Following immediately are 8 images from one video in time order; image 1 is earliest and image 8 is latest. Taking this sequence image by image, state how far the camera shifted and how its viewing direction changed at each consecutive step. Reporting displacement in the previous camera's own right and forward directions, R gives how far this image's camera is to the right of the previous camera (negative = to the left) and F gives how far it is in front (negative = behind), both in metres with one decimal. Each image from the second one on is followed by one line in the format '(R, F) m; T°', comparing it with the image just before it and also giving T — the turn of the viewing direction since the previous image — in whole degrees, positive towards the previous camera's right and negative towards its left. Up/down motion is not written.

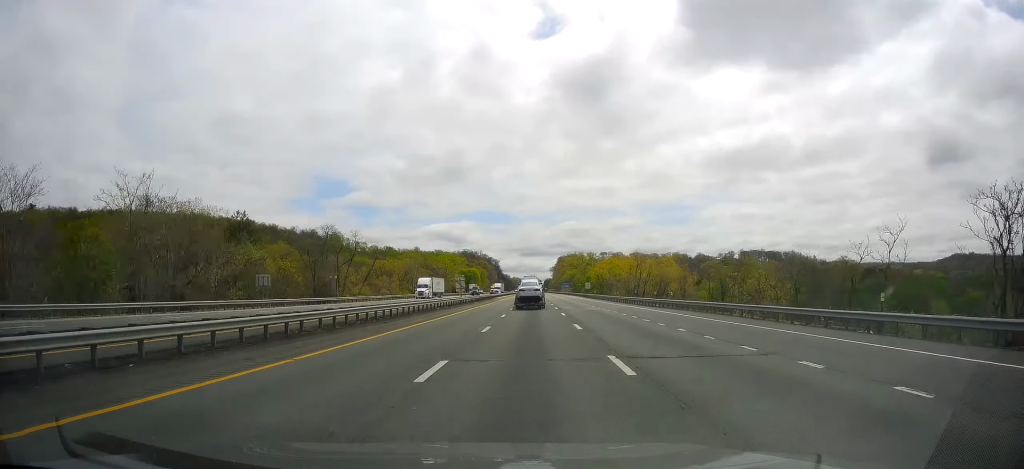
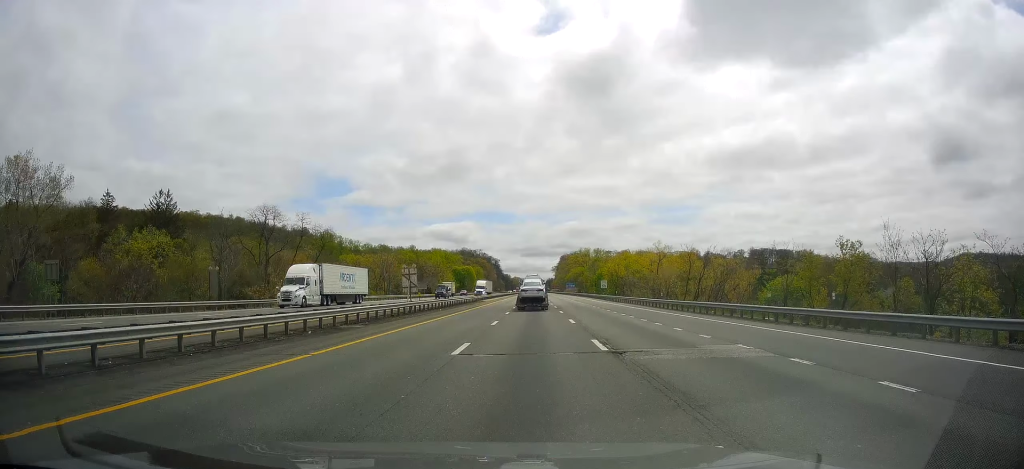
(-0.5, +32.3) m; -1°
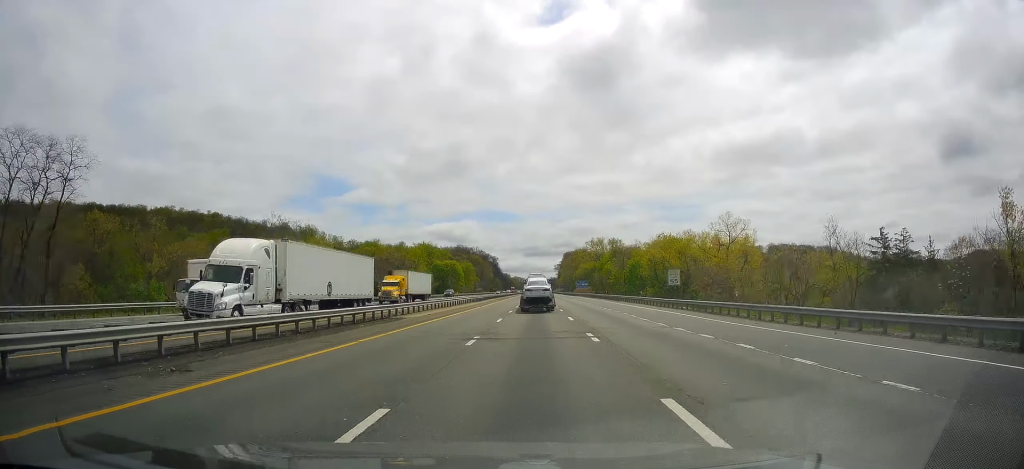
(0.0, +58.4) m; 0°
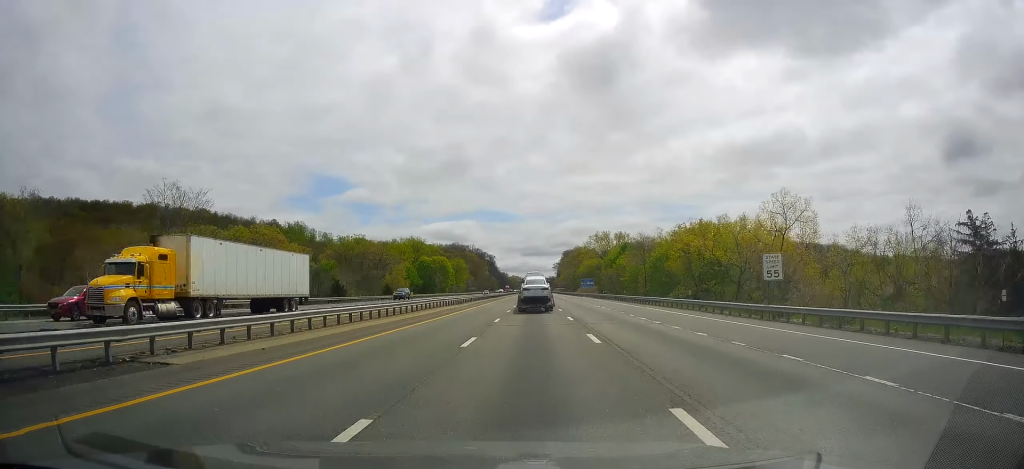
(0.0, +25.1) m; 0°
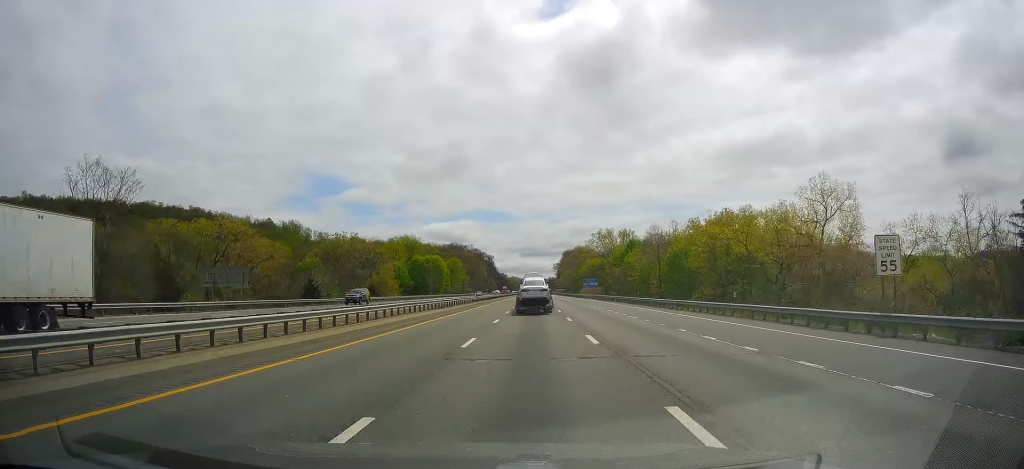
(0.0, +12.1) m; 0°
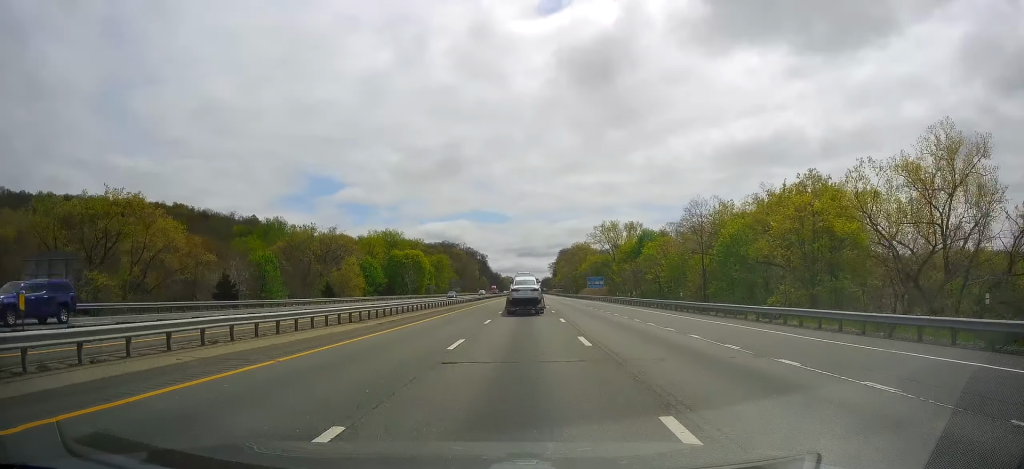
(+0.1, +25.1) m; 0°
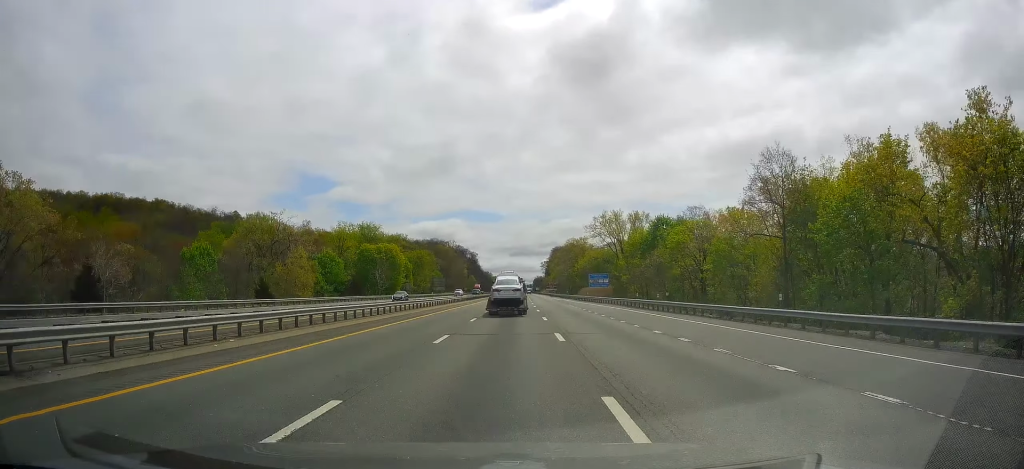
(-0.2, +23.0) m; +1°
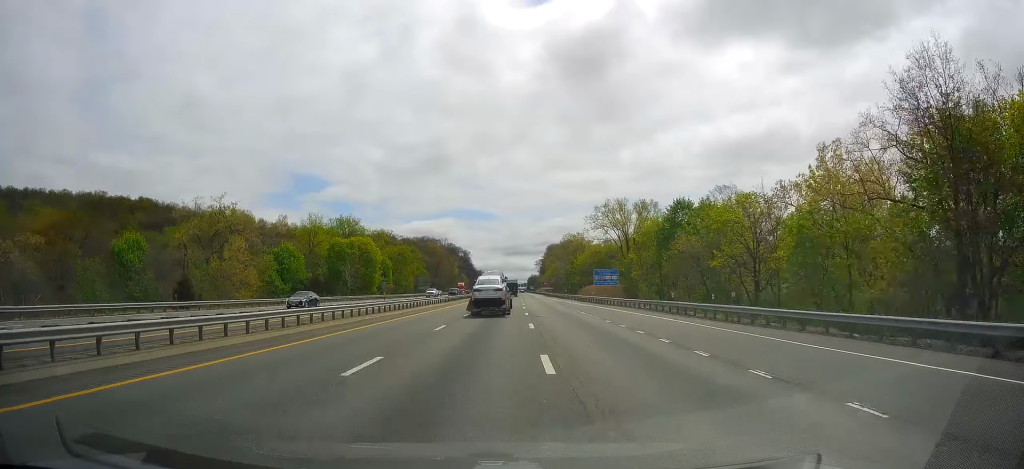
(+0.4, +18.9) m; 0°
